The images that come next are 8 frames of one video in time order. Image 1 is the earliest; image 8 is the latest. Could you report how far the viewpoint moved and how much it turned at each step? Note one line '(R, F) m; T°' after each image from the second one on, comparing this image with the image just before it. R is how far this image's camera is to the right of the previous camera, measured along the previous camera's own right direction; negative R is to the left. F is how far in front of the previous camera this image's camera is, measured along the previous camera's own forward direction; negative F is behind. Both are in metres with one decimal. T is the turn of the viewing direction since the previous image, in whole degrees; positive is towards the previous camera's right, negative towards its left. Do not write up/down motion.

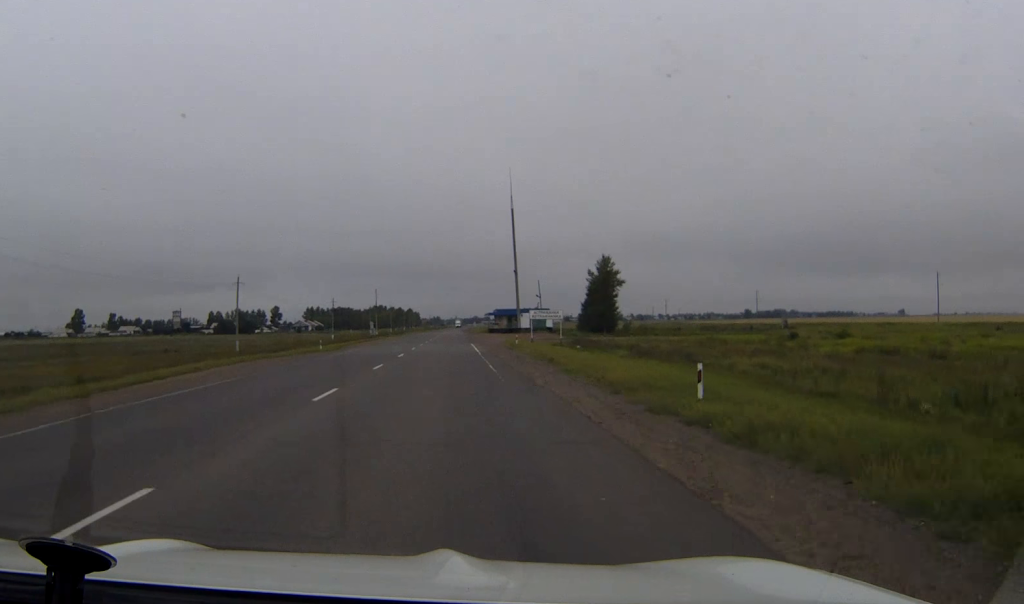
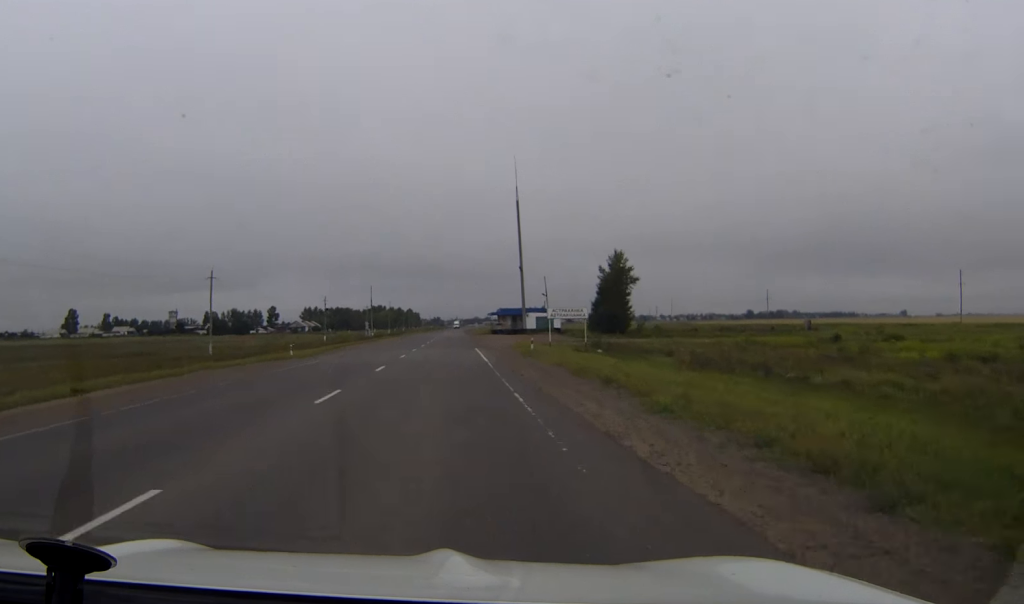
(0.0, +12.1) m; 0°
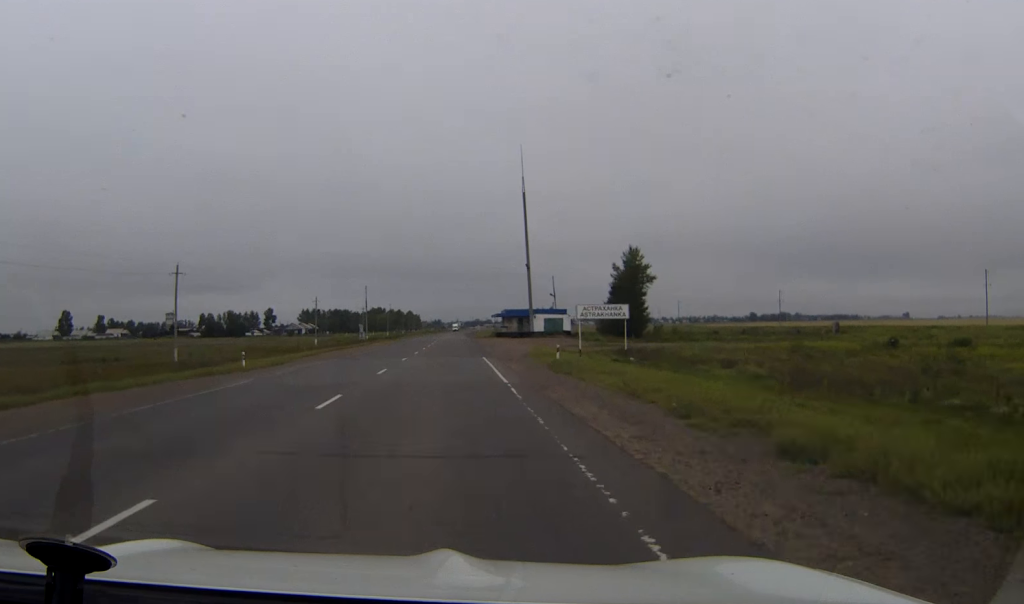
(0.0, +11.8) m; 0°
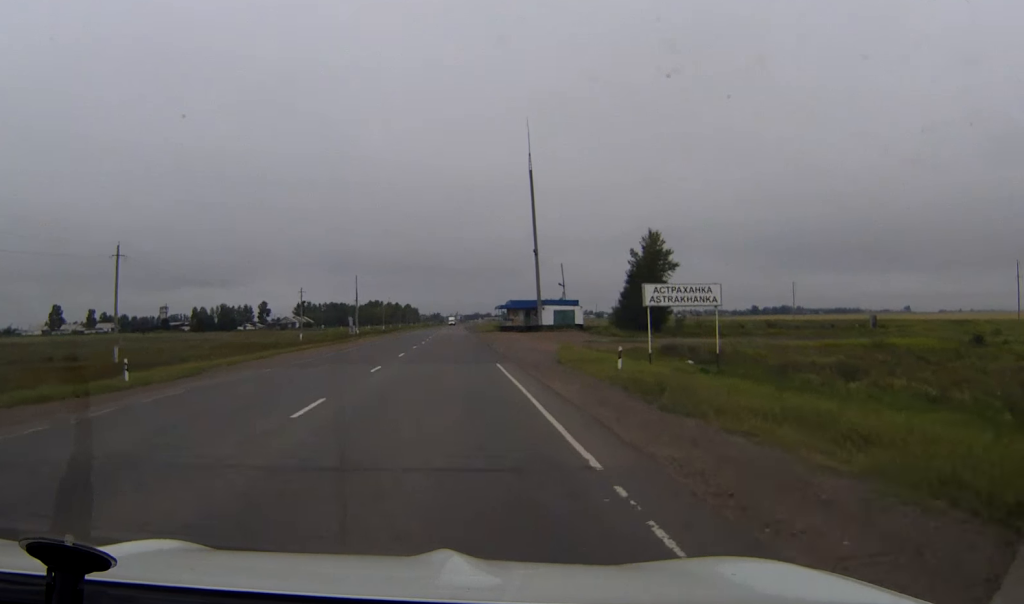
(+0.1, +15.3) m; 0°
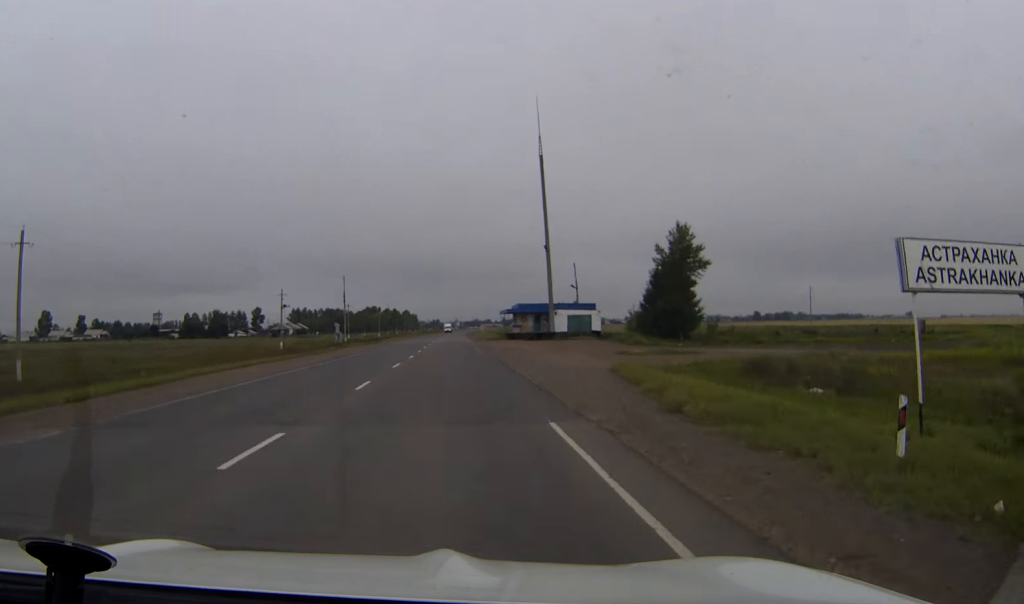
(-0.1, +15.9) m; 0°
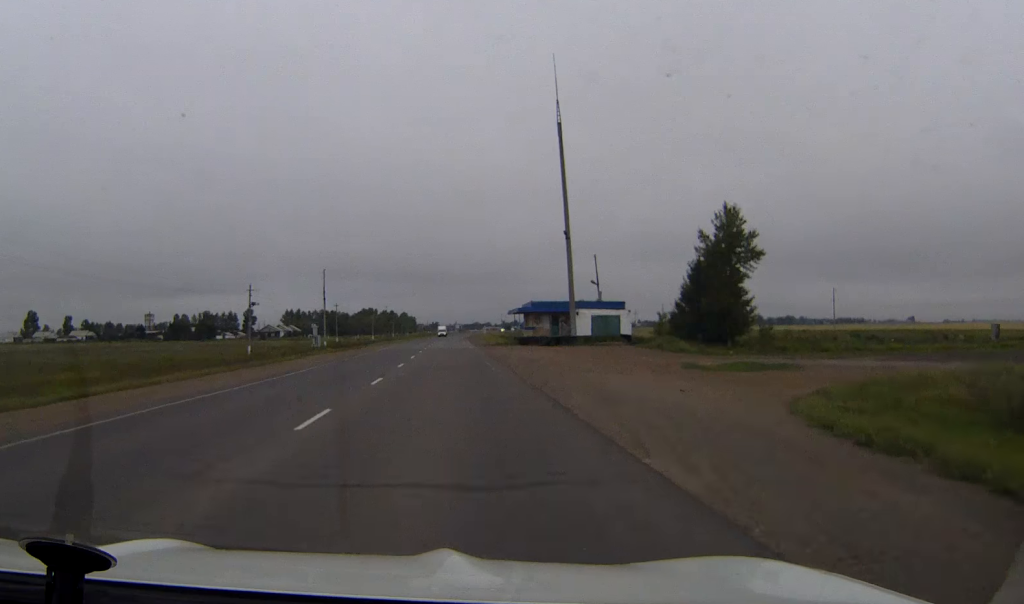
(0.0, +20.3) m; 0°
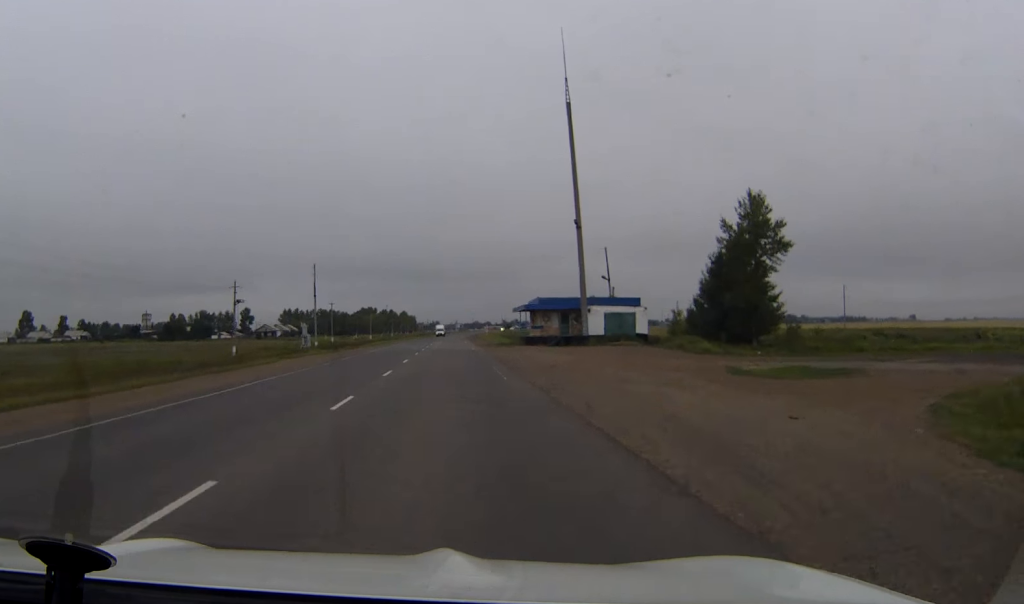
(0.0, +7.8) m; 0°
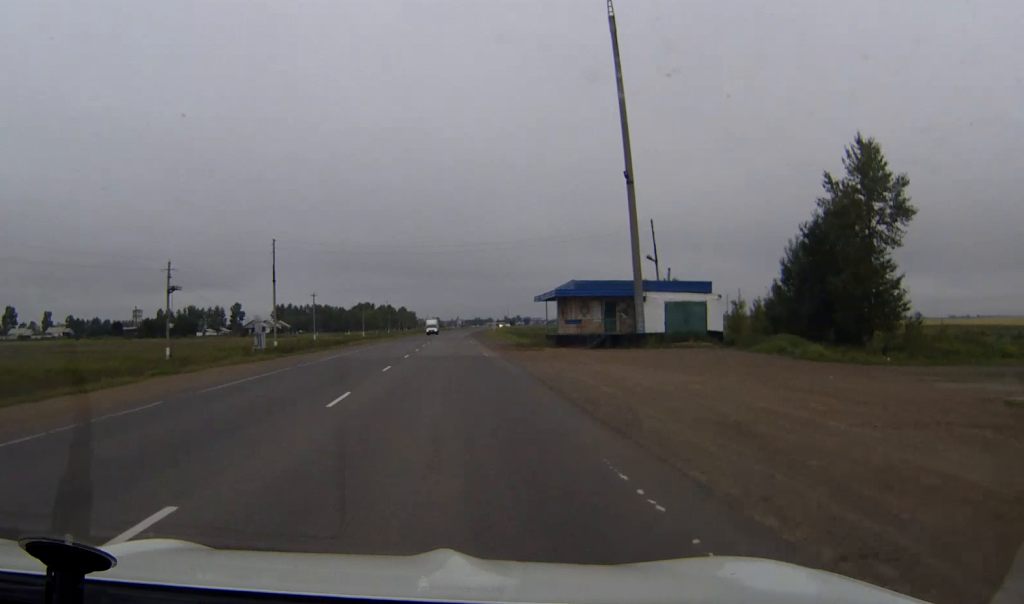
(0.0, +24.7) m; 0°
